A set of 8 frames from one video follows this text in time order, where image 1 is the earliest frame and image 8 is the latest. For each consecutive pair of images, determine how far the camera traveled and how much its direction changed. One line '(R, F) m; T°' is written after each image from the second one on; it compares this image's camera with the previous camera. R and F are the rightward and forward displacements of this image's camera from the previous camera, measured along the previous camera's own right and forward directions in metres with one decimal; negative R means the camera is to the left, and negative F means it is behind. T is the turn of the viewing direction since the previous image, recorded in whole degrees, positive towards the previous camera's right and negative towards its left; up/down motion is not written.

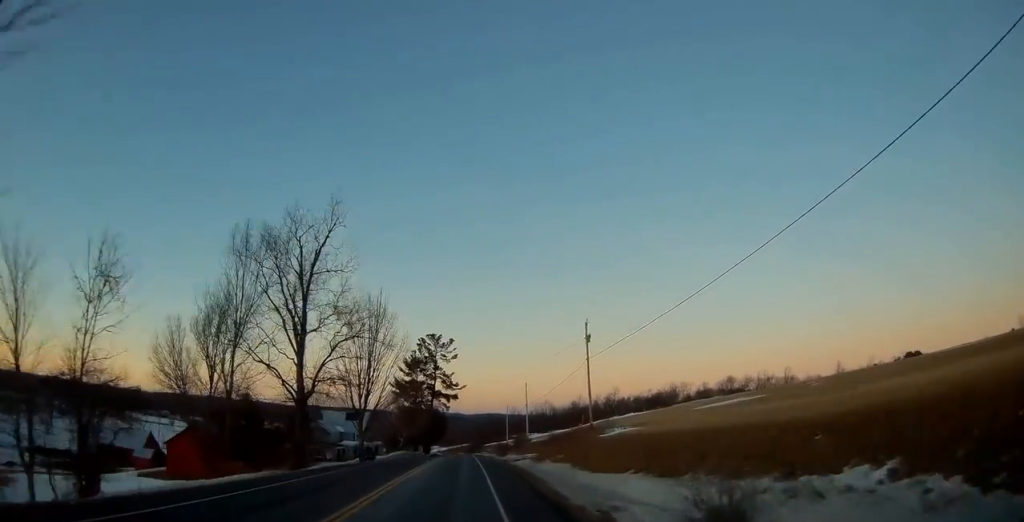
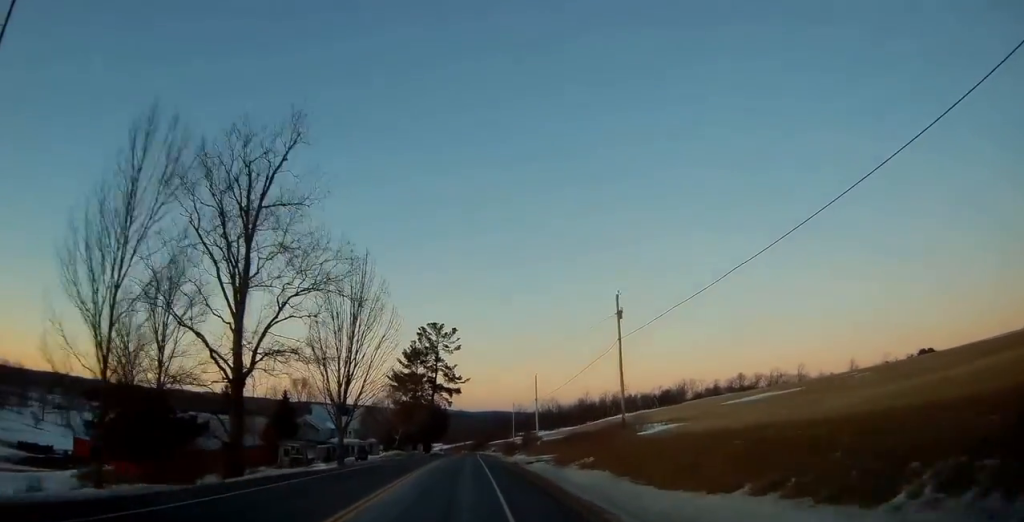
(0.0, +10.2) m; 0°
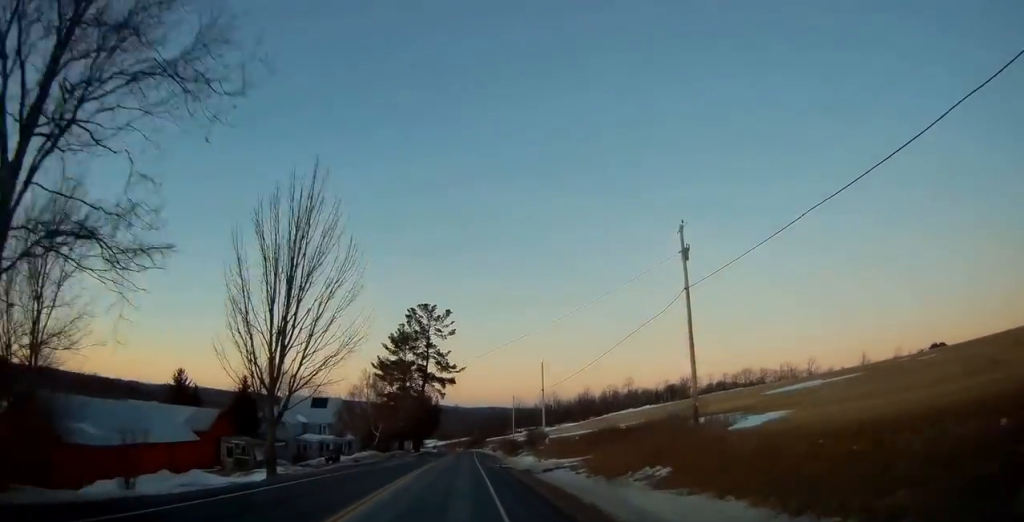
(0.0, +14.8) m; 0°
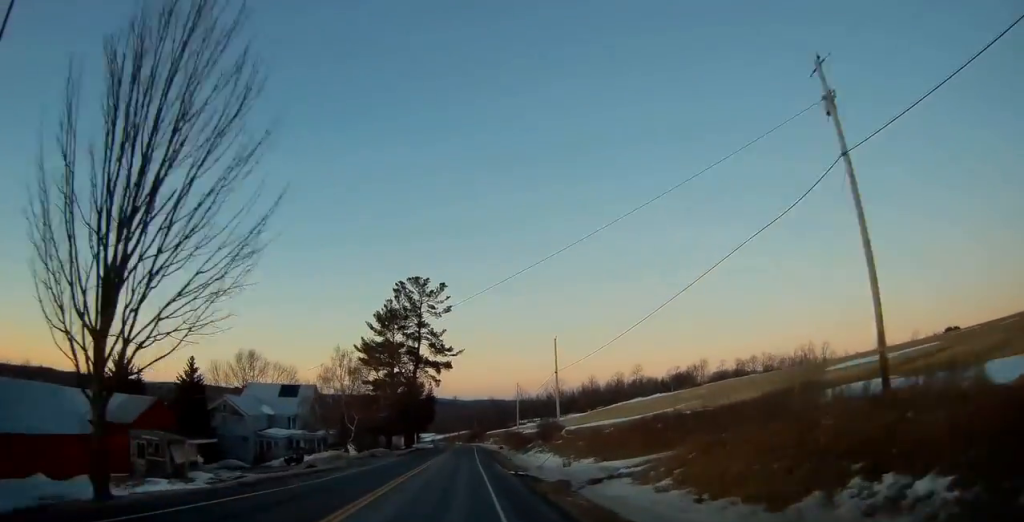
(0.0, +14.8) m; 0°
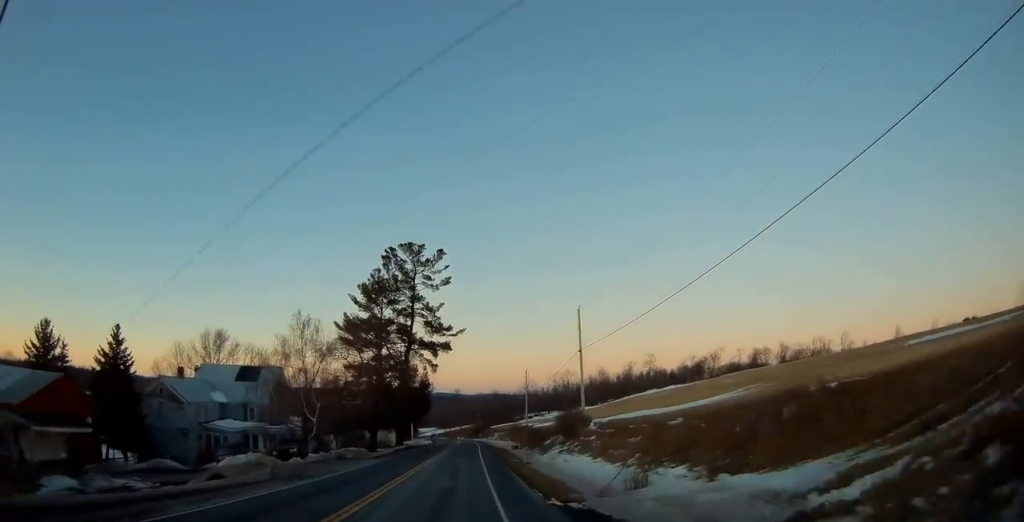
(-0.1, +14.8) m; 0°
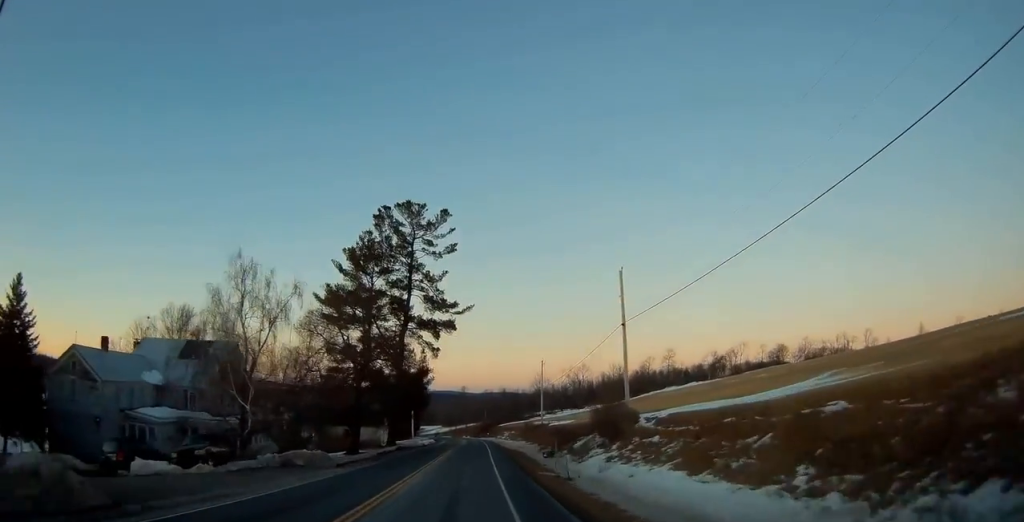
(0.0, +14.1) m; 0°
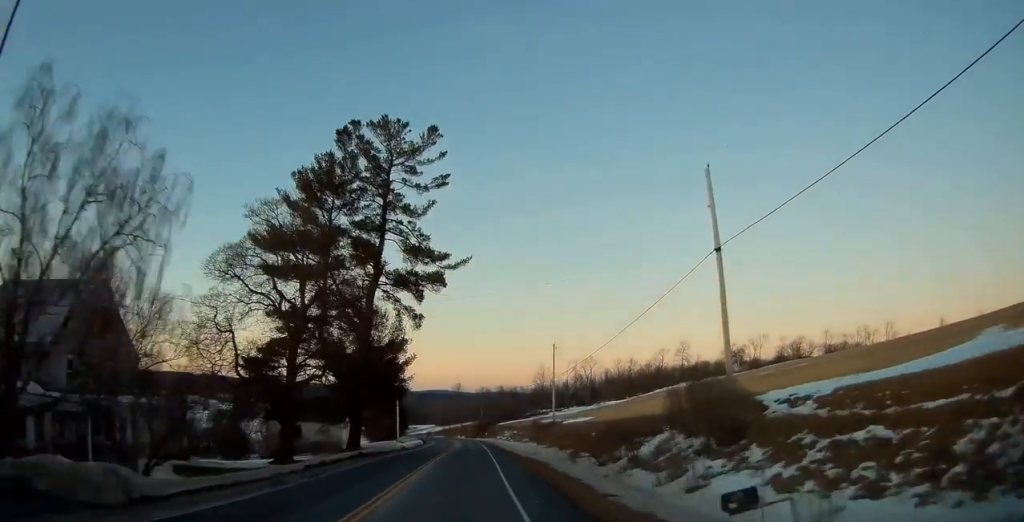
(0.0, +18.9) m; 0°
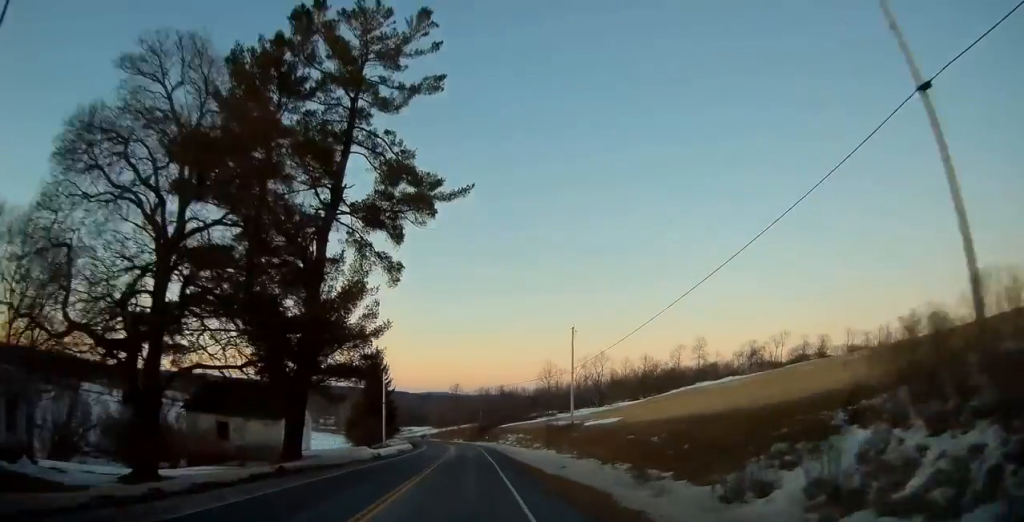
(0.0, +15.9) m; 0°
